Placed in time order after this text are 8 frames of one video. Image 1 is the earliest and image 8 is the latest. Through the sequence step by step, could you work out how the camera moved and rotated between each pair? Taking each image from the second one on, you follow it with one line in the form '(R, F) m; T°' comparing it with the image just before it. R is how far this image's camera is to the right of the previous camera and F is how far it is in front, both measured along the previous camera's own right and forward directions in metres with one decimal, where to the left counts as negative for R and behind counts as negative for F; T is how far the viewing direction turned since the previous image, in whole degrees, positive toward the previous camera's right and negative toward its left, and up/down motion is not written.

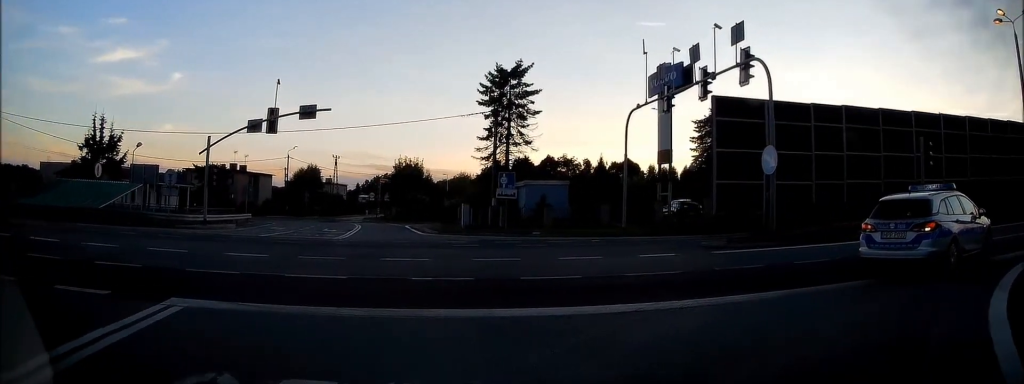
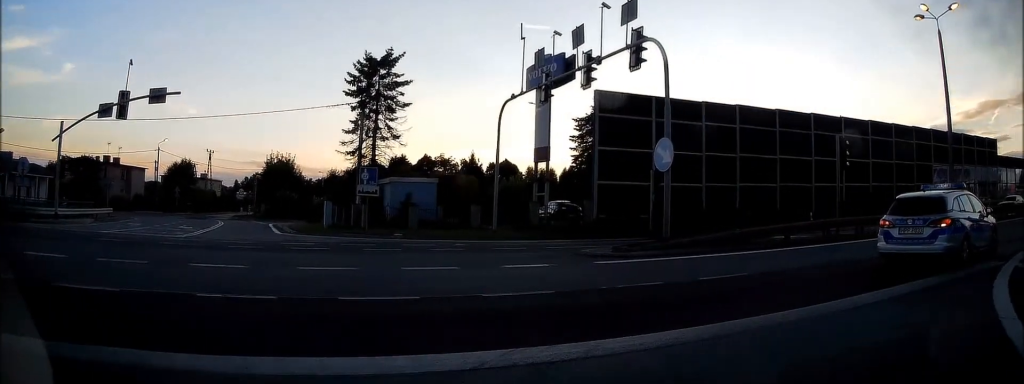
(+0.1, +2.8) m; +13°
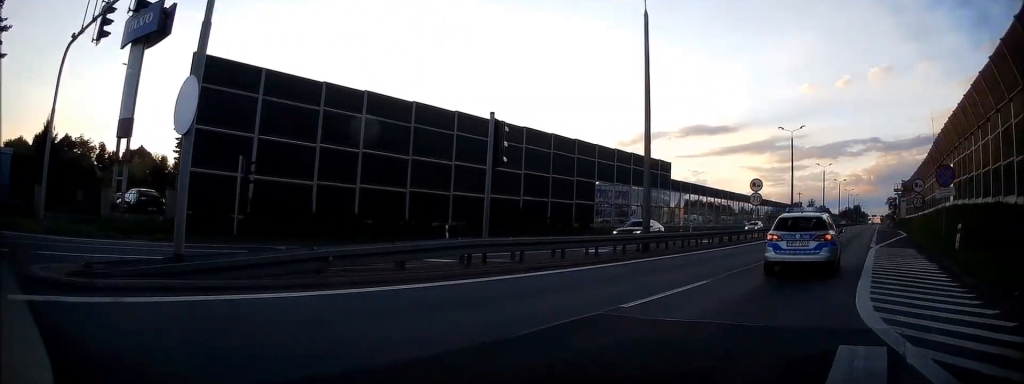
(+2.0, +7.1) m; +29°
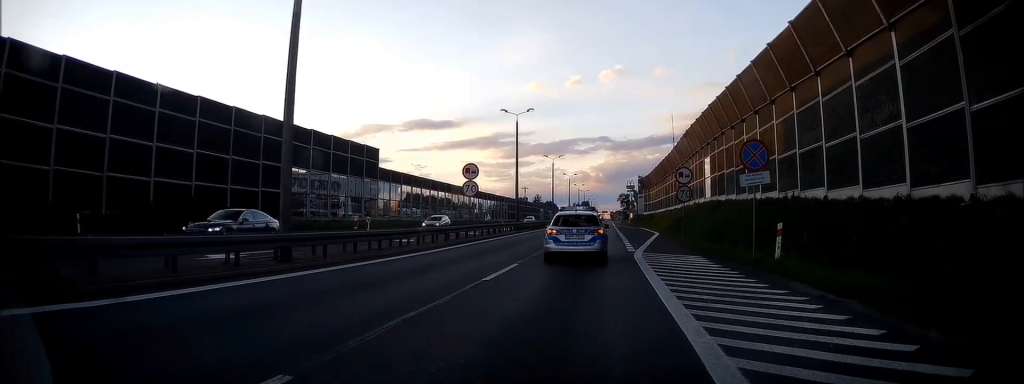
(+1.6, +7.9) m; +20°
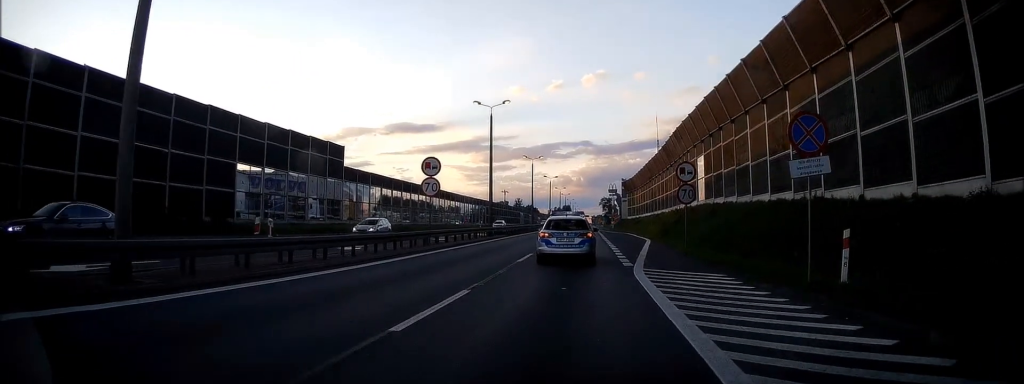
(+0.6, +4.9) m; +7°
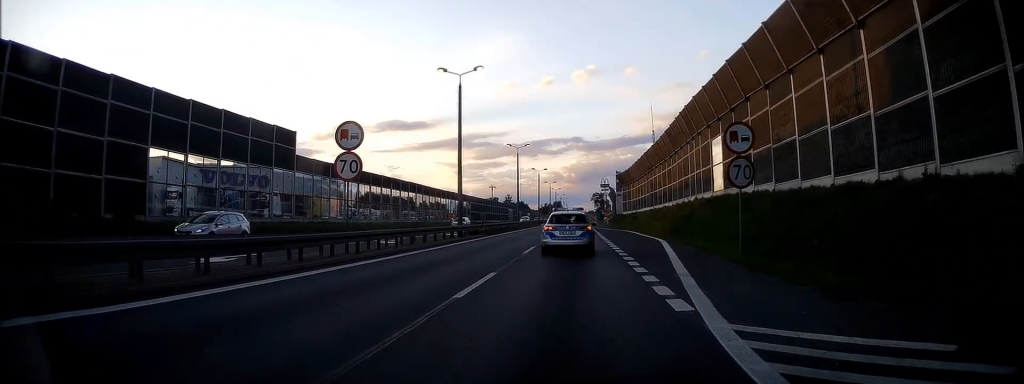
(+0.3, +9.1) m; +3°
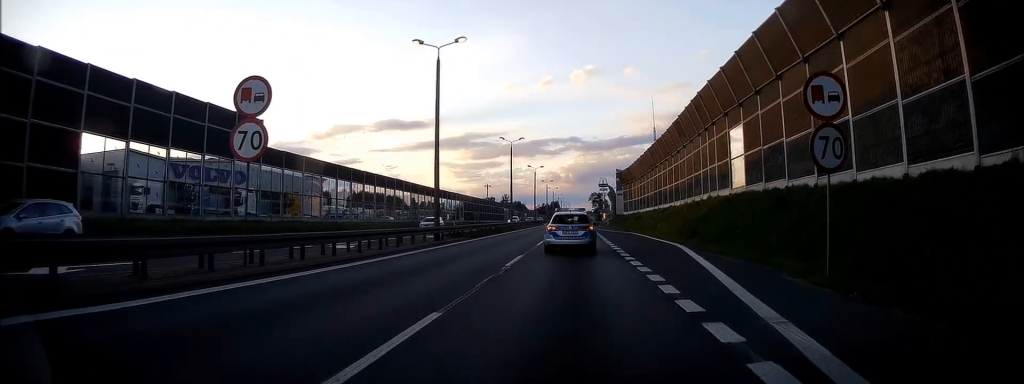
(+0.1, +6.0) m; +1°
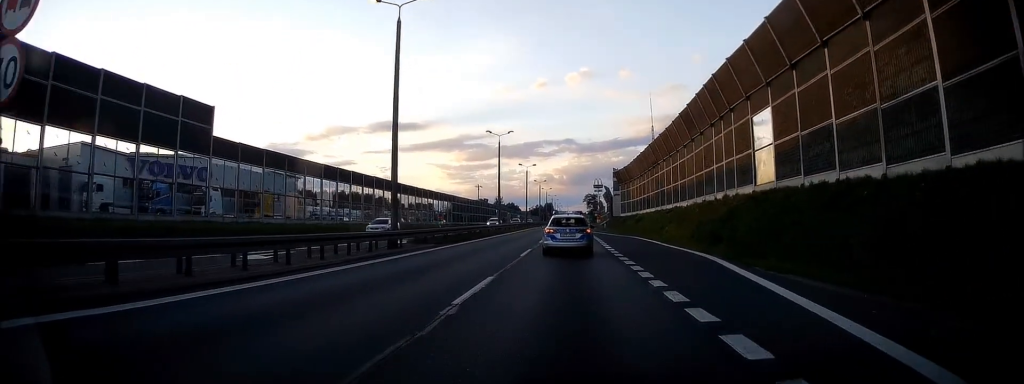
(+0.1, +6.5) m; 0°
